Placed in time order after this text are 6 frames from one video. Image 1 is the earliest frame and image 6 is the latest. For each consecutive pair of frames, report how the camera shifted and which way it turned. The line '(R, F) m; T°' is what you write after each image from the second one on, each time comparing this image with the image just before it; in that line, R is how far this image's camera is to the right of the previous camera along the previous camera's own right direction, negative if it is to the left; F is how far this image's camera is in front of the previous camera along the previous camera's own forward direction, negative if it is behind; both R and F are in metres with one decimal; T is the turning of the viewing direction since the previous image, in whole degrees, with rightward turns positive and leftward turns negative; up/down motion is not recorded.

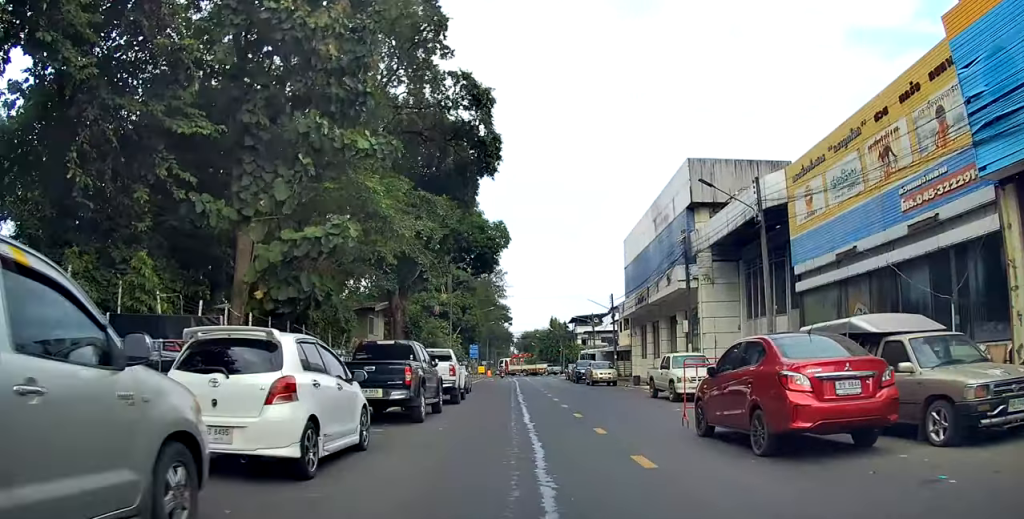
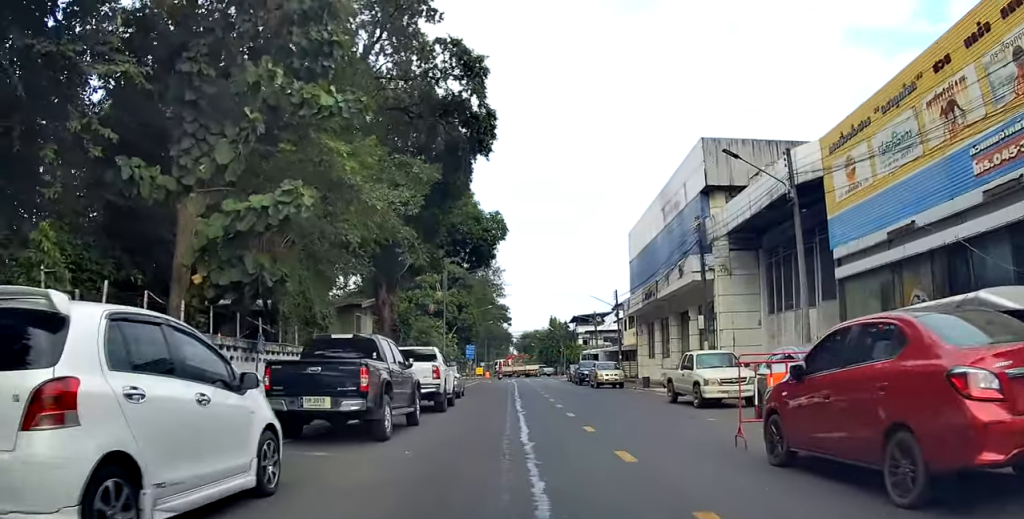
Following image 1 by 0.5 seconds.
(0.0, +3.3) m; 0°
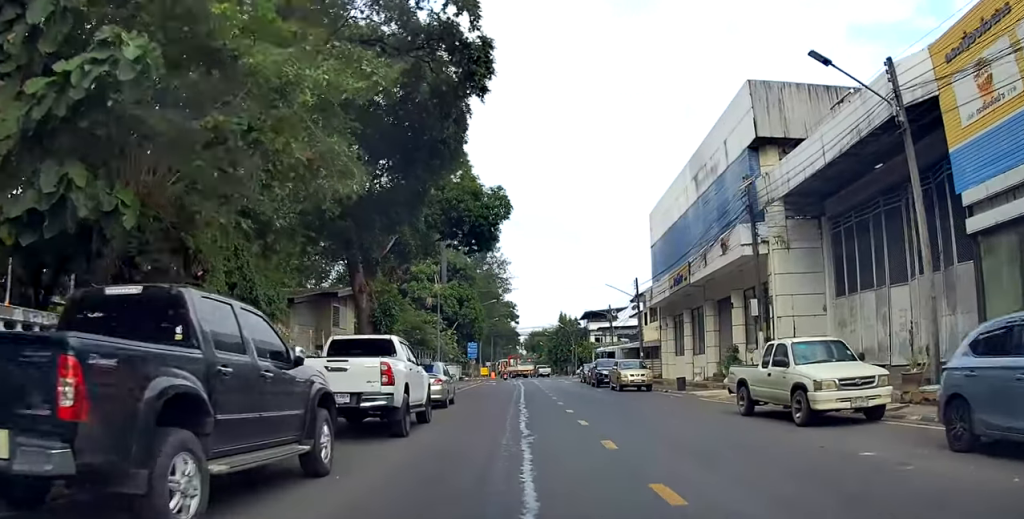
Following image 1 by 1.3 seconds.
(-0.1, +6.5) m; -1°
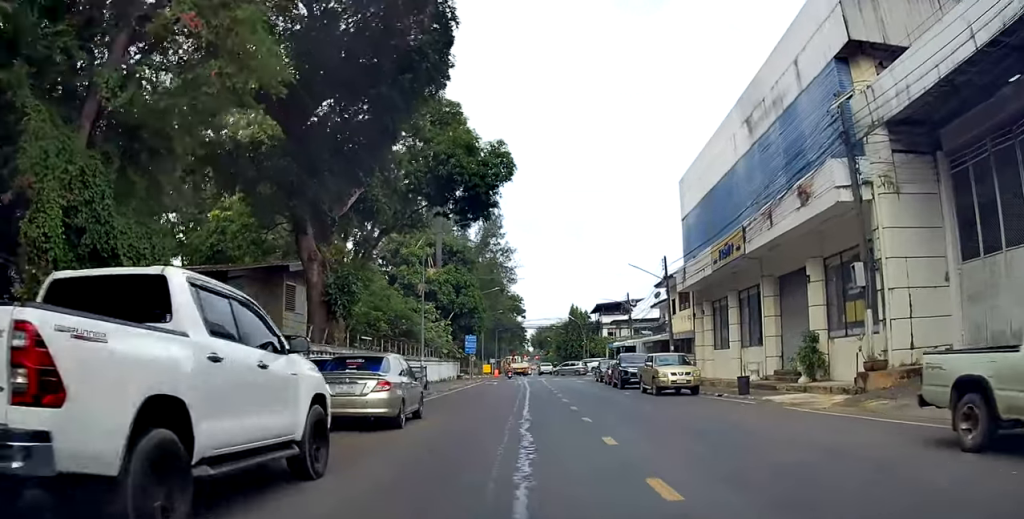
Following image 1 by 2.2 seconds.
(0.0, +7.3) m; 0°
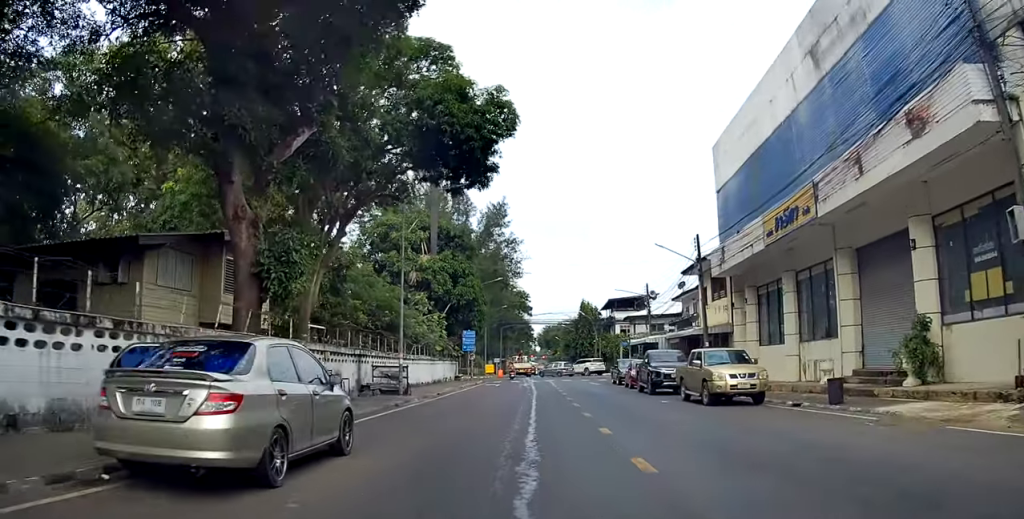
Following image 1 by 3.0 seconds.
(0.0, +6.1) m; +3°
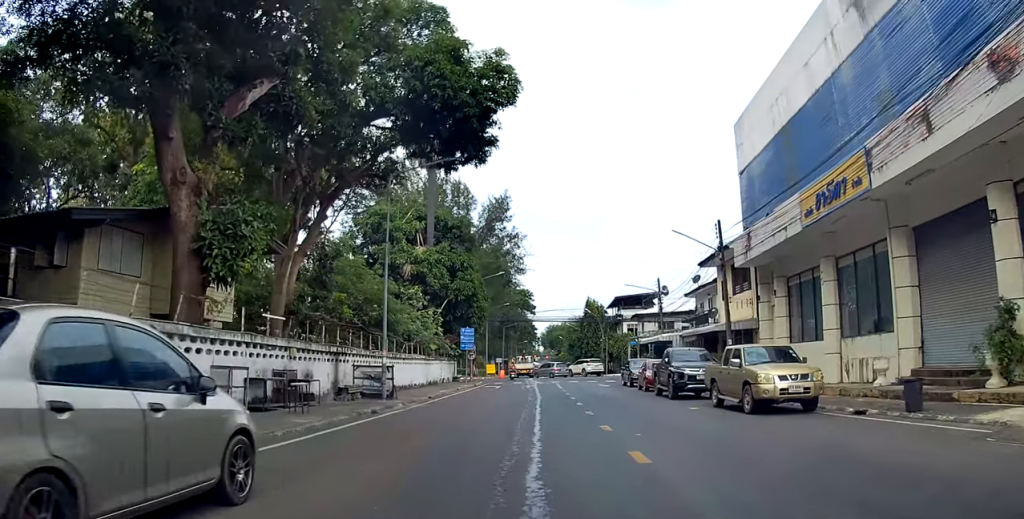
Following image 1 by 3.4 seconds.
(-0.1, +3.3) m; +2°
